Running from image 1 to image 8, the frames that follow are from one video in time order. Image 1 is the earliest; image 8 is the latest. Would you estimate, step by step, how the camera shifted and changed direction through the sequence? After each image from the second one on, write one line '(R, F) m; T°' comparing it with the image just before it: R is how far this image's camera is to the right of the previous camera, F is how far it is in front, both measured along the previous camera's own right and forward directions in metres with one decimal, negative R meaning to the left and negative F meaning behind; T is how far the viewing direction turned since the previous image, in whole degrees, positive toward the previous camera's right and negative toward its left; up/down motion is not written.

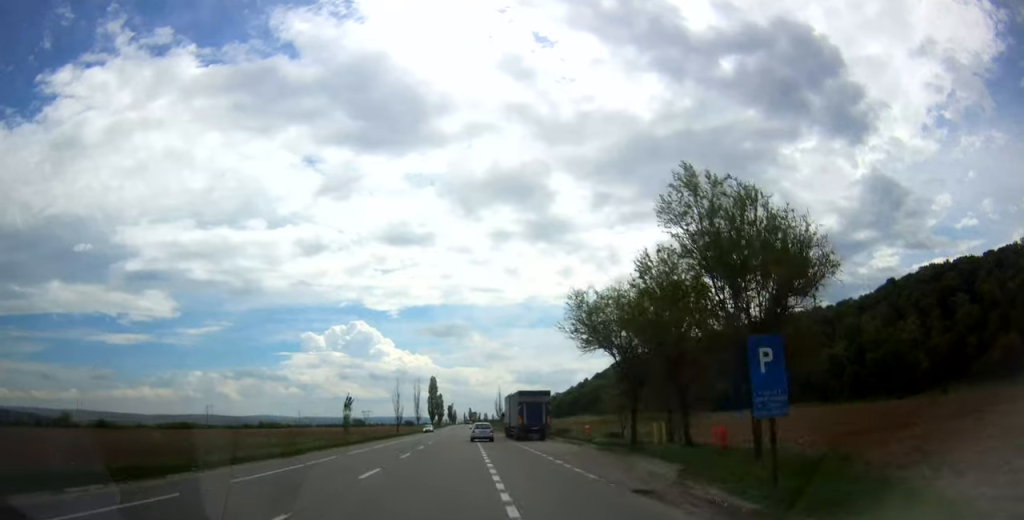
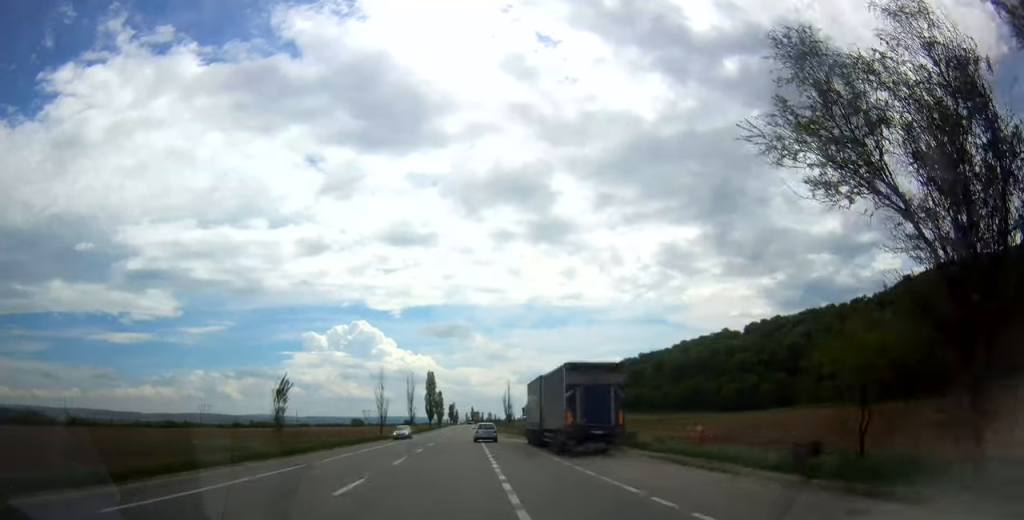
(0.0, +21.4) m; 0°
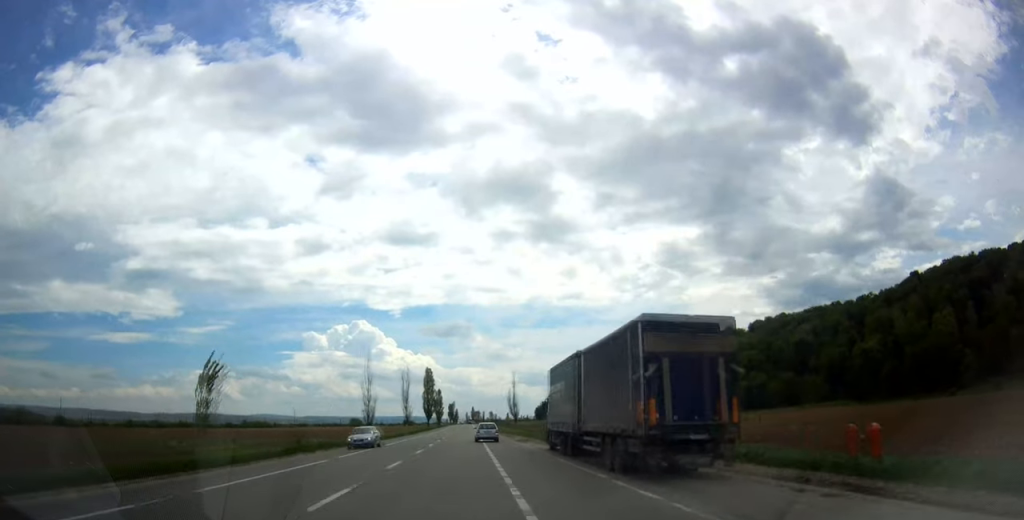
(0.0, +10.7) m; 0°
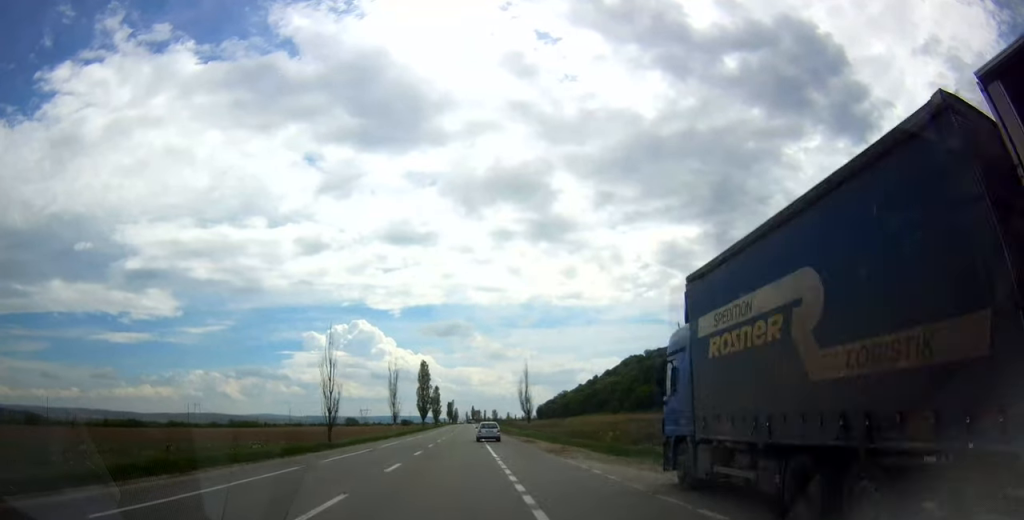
(+0.1, +19.5) m; 0°
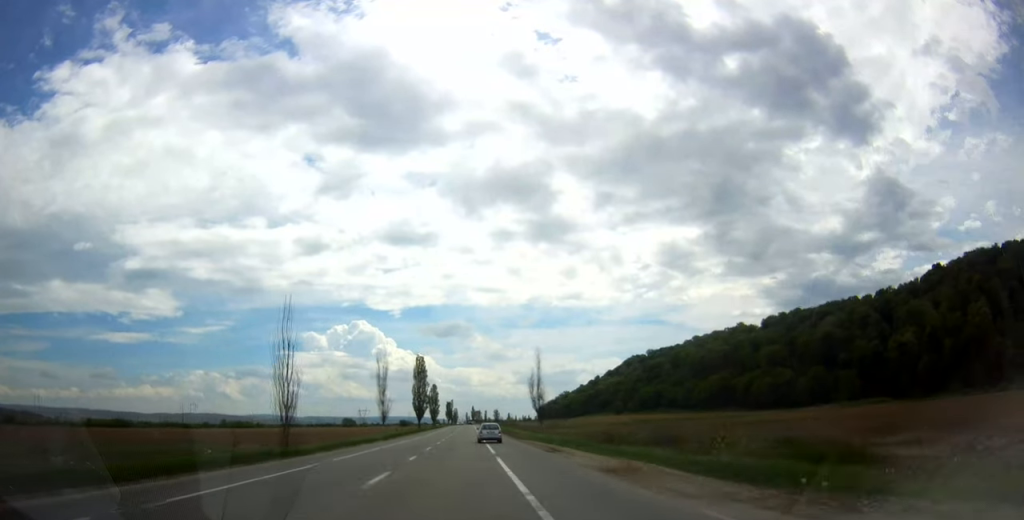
(-0.1, +12.7) m; 0°
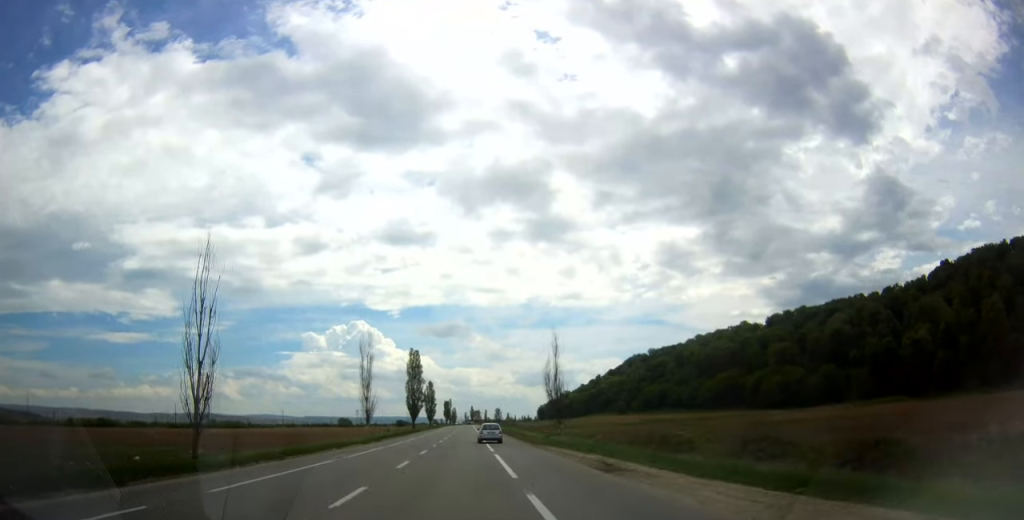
(-0.2, +12.7) m; 0°
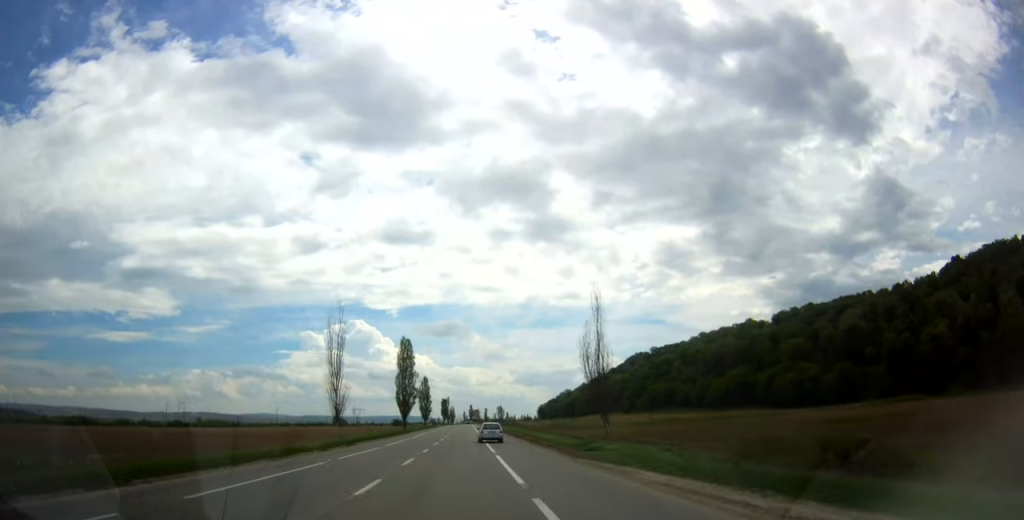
(+0.3, +16.6) m; 0°
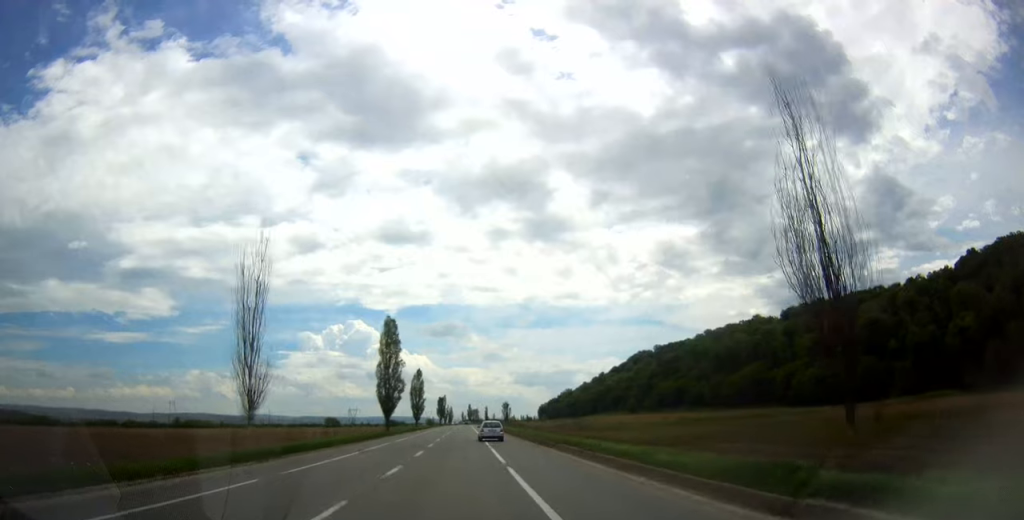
(-0.1, +22.4) m; 0°
